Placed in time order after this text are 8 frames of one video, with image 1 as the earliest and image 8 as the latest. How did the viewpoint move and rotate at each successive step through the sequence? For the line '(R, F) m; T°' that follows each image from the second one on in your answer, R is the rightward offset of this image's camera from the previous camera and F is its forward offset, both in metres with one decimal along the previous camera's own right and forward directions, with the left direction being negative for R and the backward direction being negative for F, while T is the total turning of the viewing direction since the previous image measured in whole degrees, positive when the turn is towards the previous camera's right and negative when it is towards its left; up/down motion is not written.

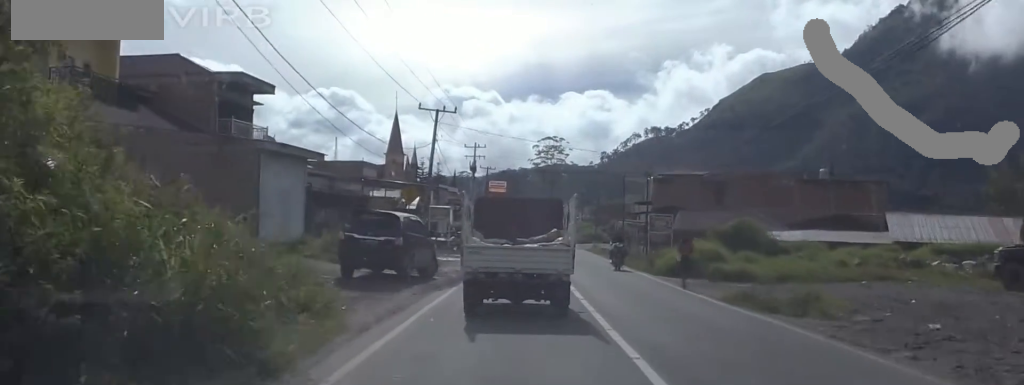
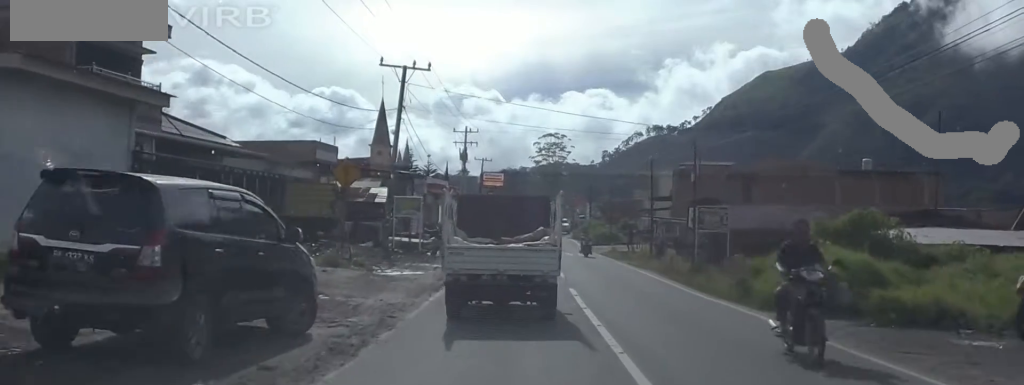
(+0.2, +13.7) m; 0°
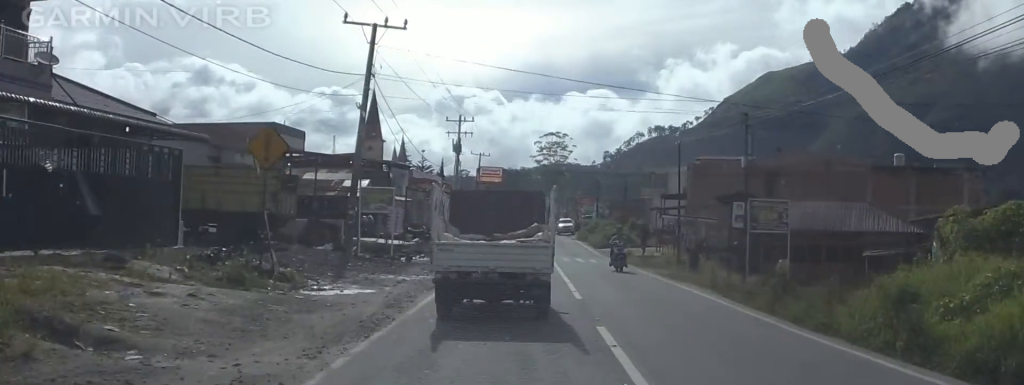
(+0.8, +8.5) m; +5°
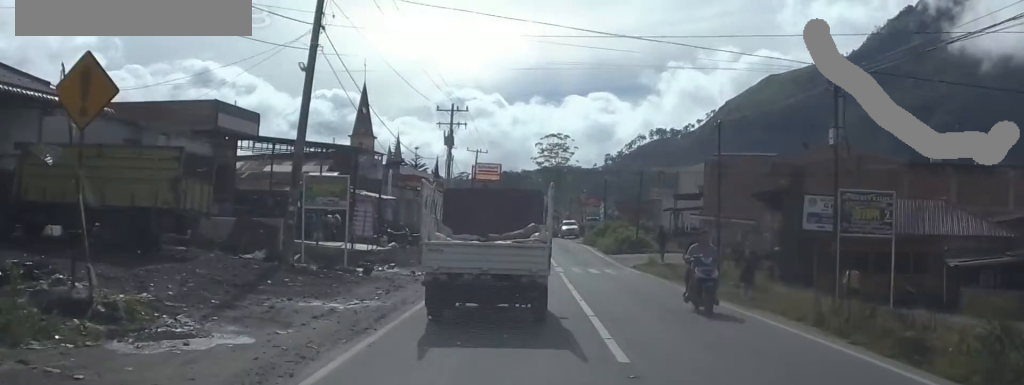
(+0.2, +8.4) m; -2°
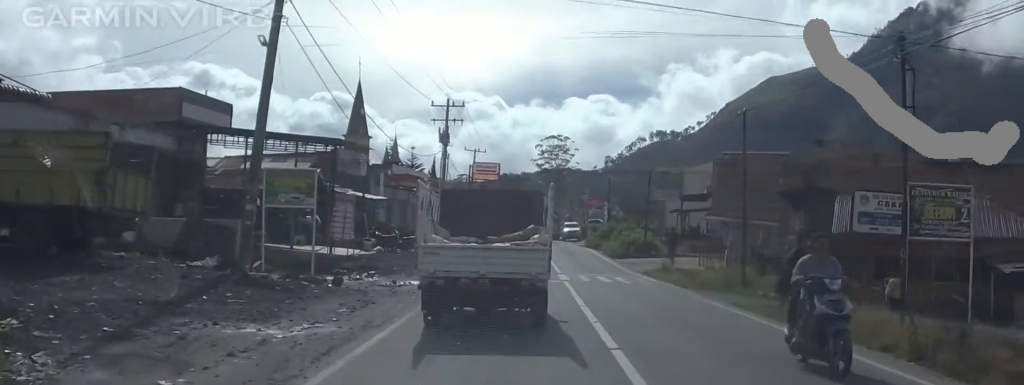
(-0.1, +3.8) m; -3°
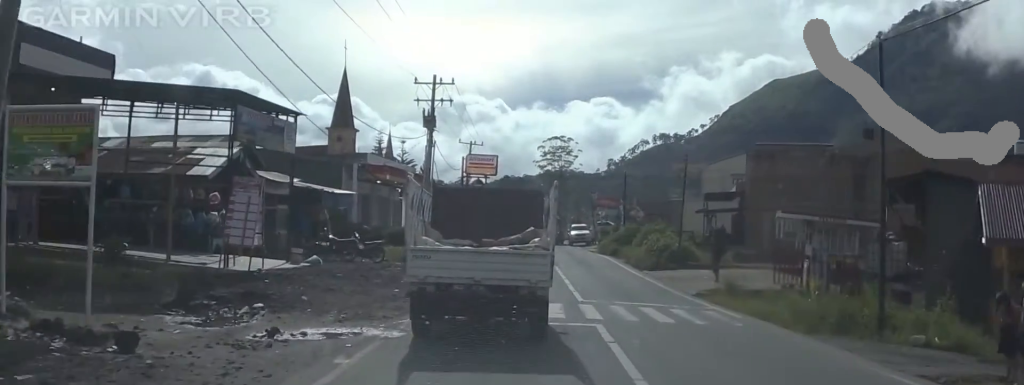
(-0.4, +10.7) m; -1°
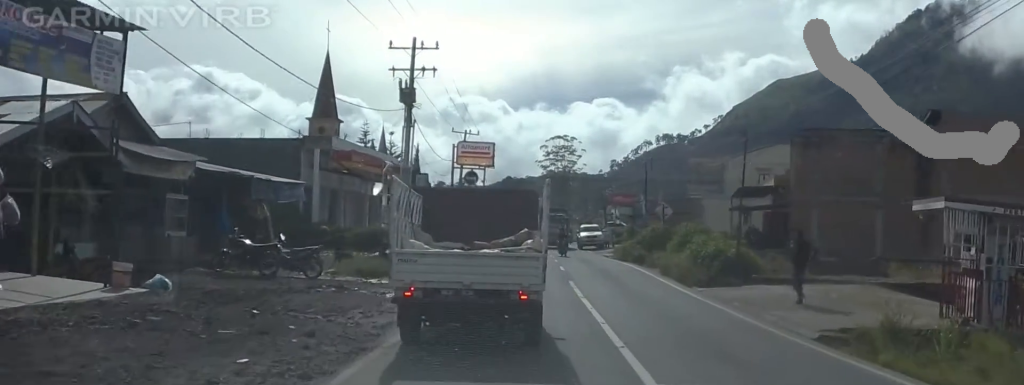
(+0.2, +10.3) m; +2°
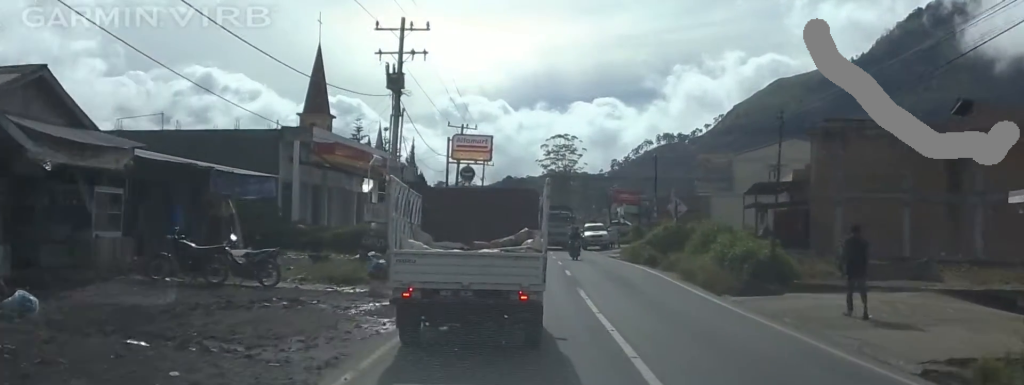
(-0.3, +3.8) m; +2°
